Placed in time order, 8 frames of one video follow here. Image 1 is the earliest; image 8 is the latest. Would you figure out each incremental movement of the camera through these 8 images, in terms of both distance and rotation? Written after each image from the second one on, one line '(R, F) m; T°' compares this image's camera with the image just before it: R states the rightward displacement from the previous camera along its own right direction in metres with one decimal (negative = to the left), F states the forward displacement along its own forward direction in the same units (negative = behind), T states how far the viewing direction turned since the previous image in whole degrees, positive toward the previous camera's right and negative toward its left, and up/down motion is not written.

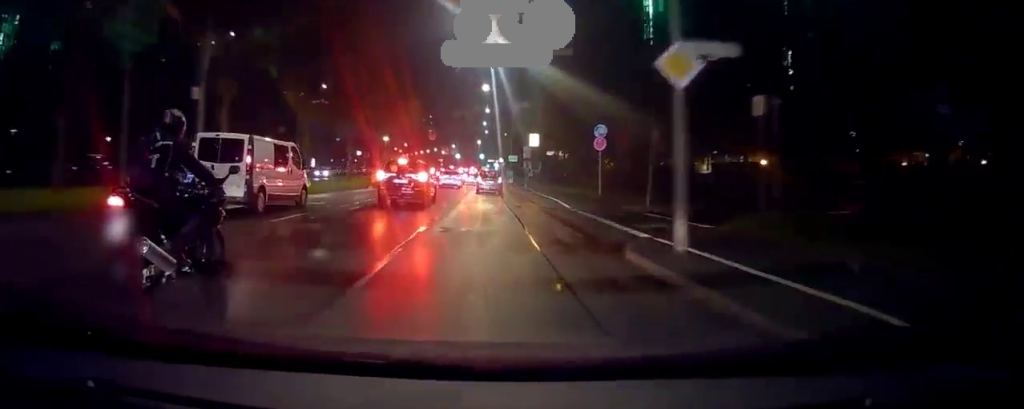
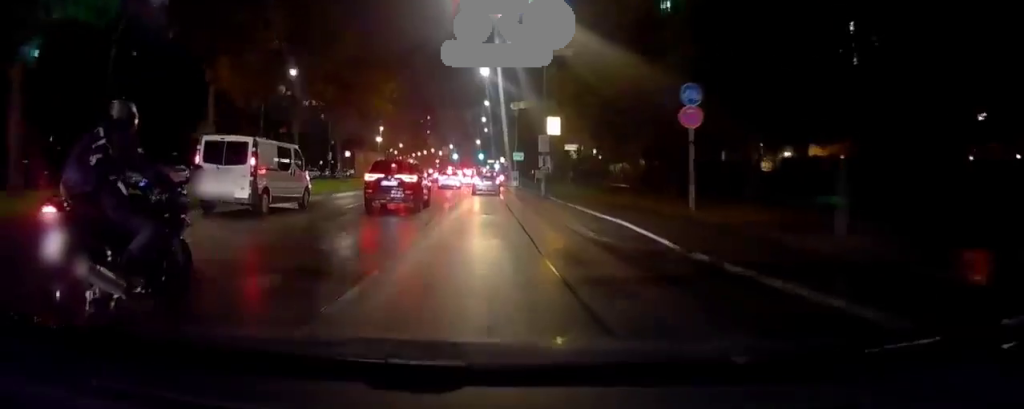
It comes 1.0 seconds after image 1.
(0.0, +13.5) m; +1°
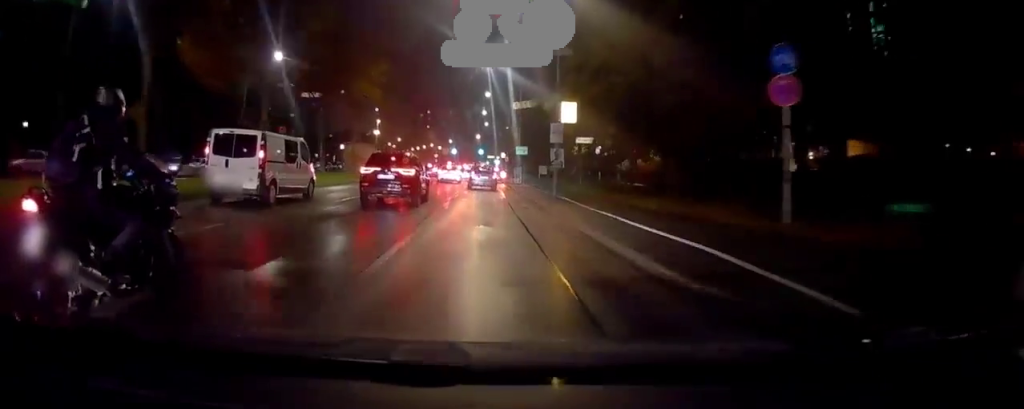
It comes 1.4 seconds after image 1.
(-0.2, +5.9) m; +1°
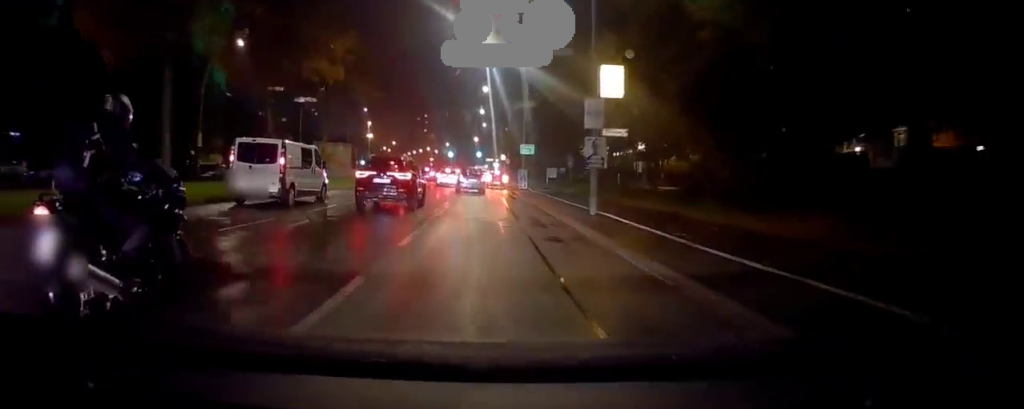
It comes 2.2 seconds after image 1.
(+0.5, +10.8) m; 0°
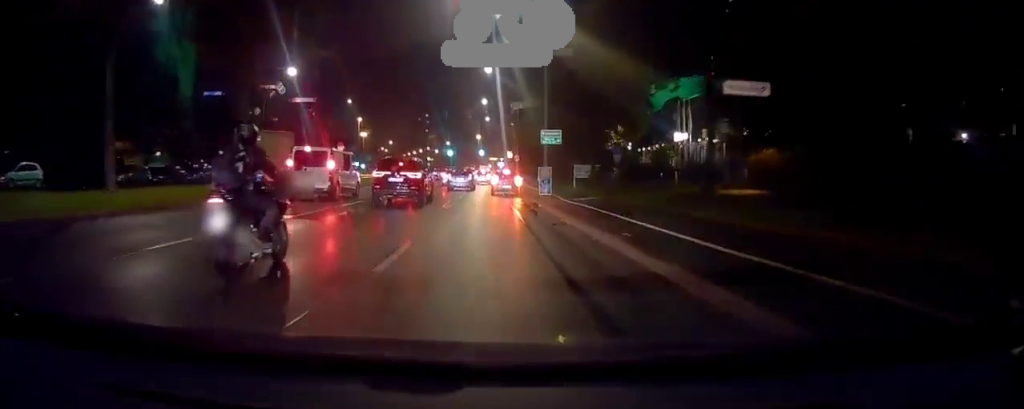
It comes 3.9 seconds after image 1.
(-0.5, +18.6) m; -1°
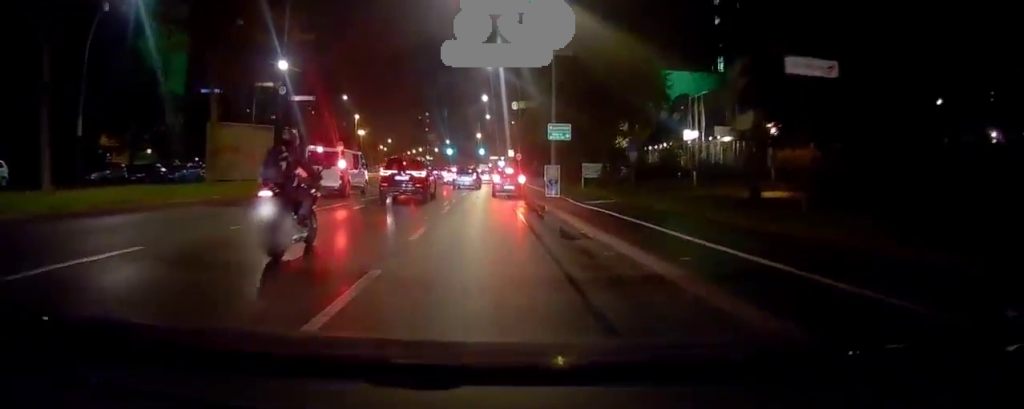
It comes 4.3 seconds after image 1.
(+0.4, +4.3) m; 0°
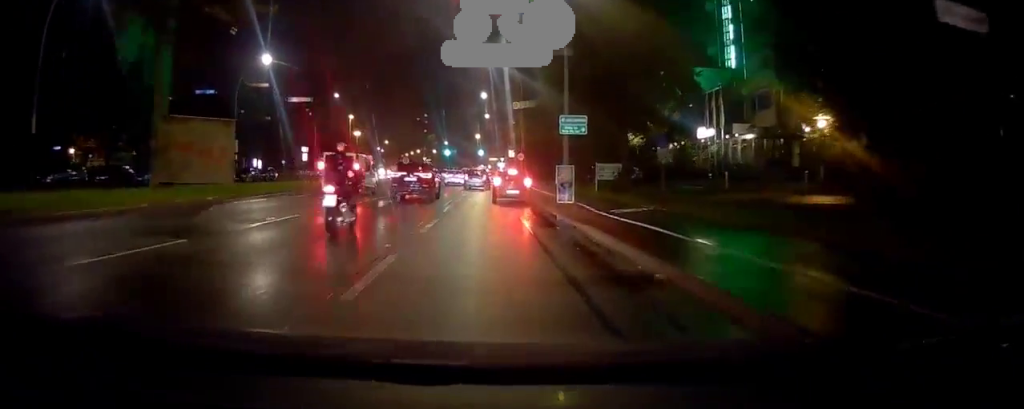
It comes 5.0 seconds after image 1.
(-0.2, +6.2) m; -1°
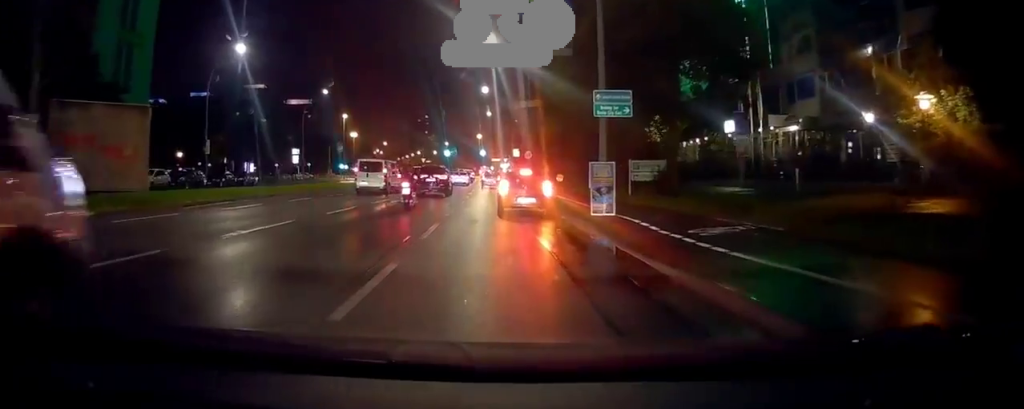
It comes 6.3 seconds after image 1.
(0.0, +9.9) m; +5°
